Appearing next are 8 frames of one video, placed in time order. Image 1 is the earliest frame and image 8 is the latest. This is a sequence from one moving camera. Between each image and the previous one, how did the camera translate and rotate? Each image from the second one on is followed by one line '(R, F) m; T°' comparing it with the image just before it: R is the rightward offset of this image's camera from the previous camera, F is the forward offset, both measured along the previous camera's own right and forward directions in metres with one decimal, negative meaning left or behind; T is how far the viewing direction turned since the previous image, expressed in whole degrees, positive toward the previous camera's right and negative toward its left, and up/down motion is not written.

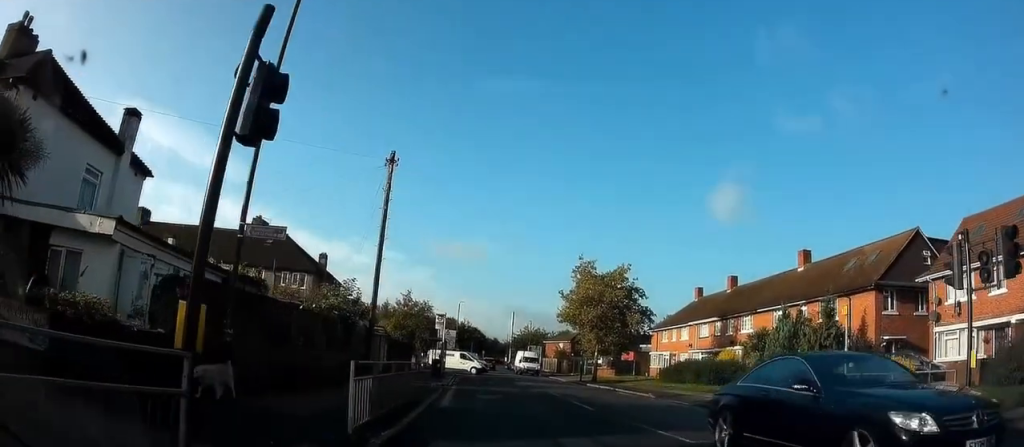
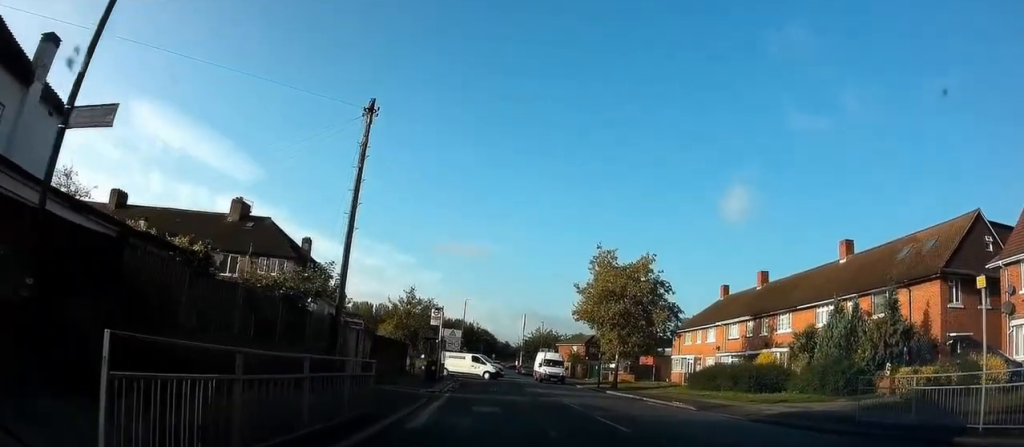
(0.0, +4.0) m; 0°
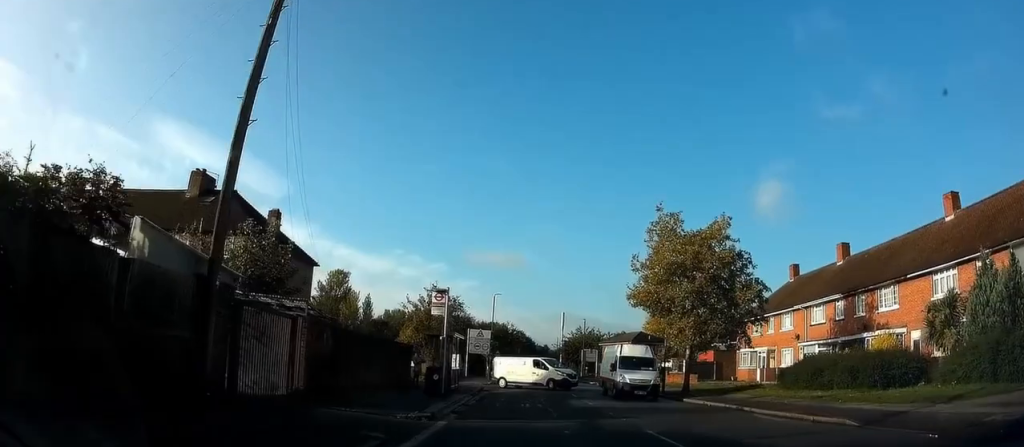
(0.0, +5.5) m; 0°
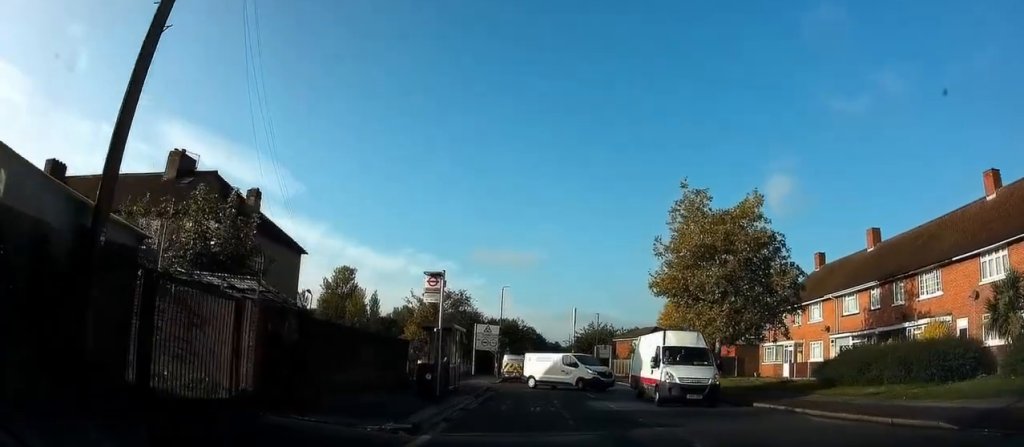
(0.0, +2.8) m; 0°
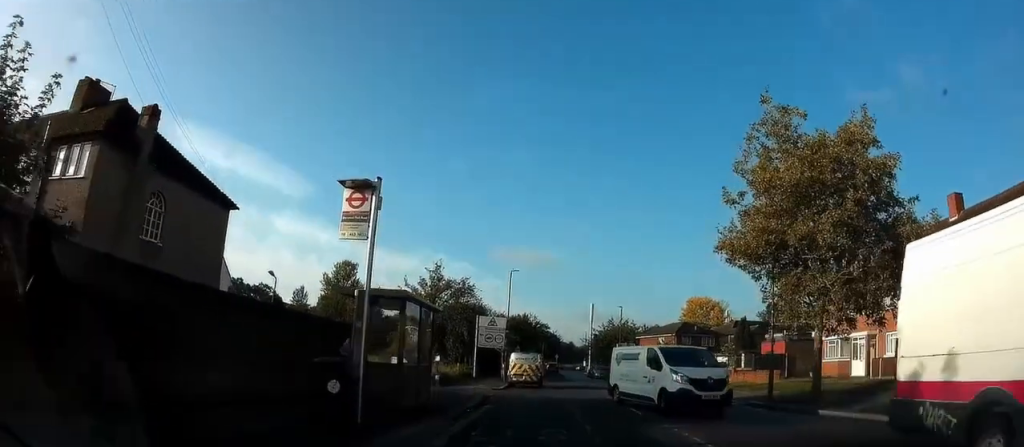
(0.0, +7.6) m; 0°
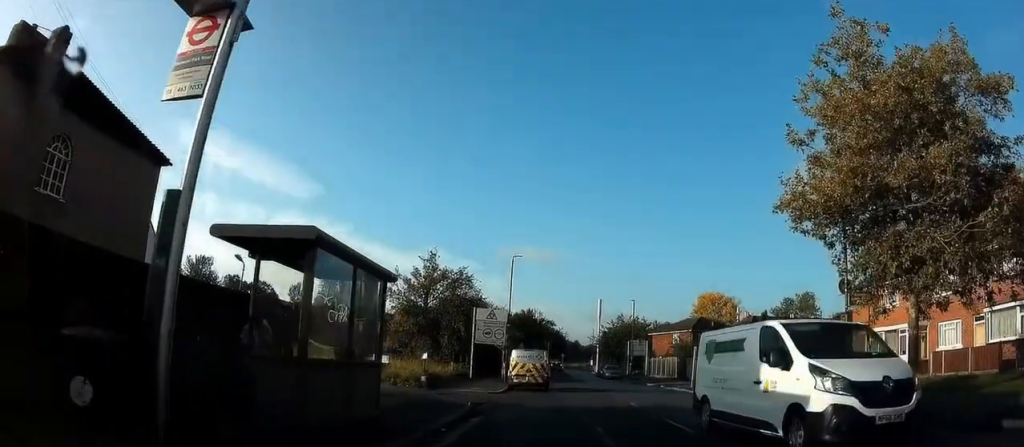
(0.0, +4.3) m; +1°
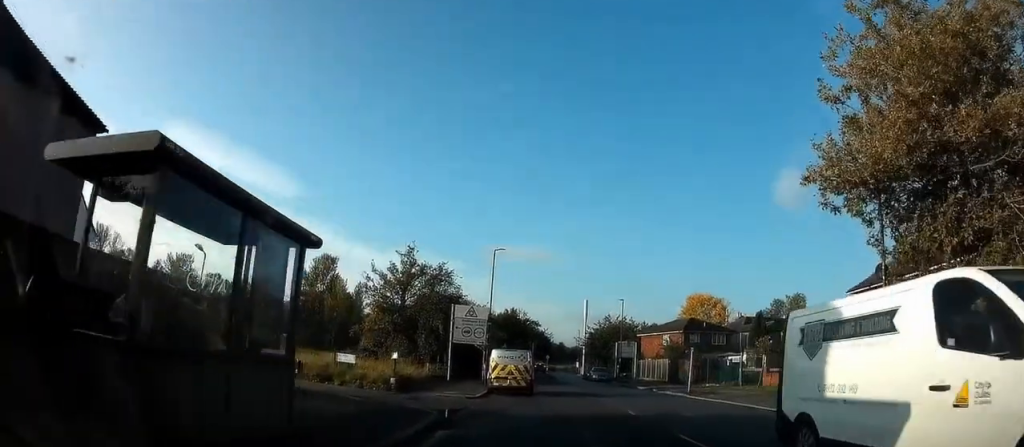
(0.0, +2.6) m; +1°
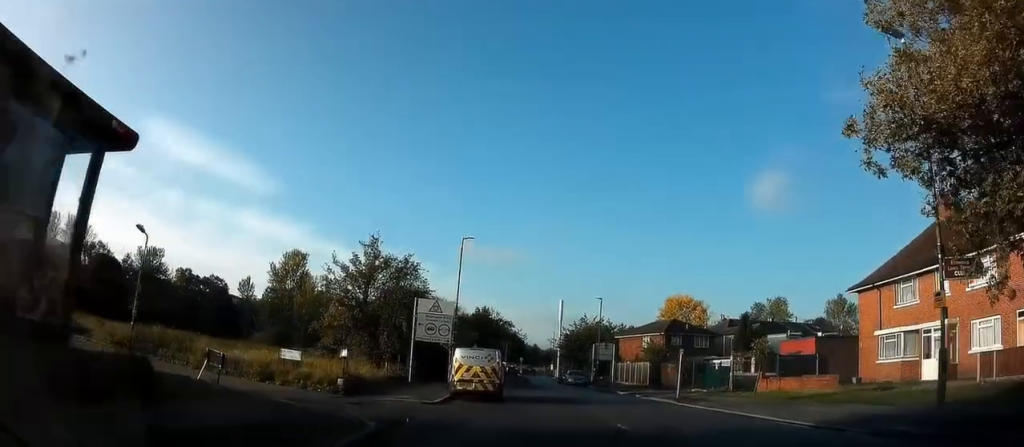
(+0.1, +3.4) m; +1°
